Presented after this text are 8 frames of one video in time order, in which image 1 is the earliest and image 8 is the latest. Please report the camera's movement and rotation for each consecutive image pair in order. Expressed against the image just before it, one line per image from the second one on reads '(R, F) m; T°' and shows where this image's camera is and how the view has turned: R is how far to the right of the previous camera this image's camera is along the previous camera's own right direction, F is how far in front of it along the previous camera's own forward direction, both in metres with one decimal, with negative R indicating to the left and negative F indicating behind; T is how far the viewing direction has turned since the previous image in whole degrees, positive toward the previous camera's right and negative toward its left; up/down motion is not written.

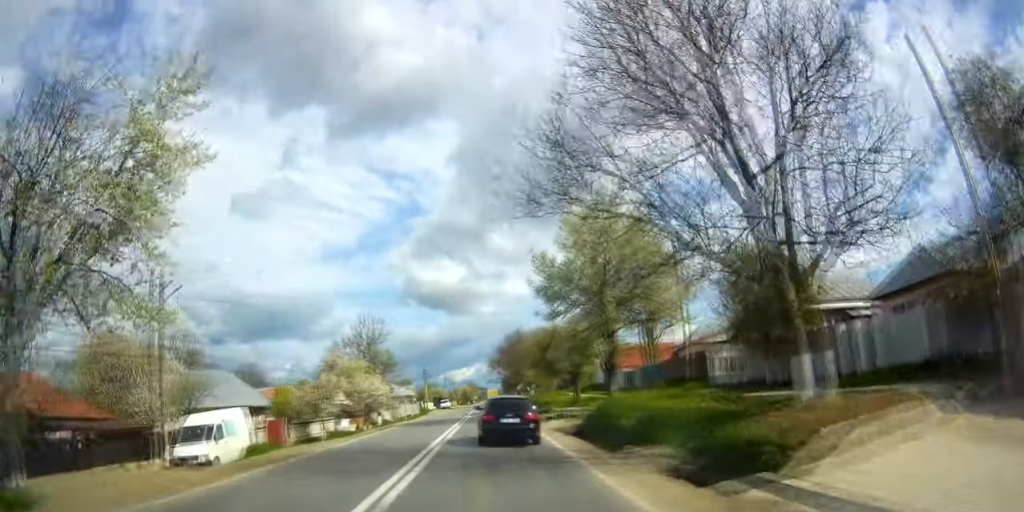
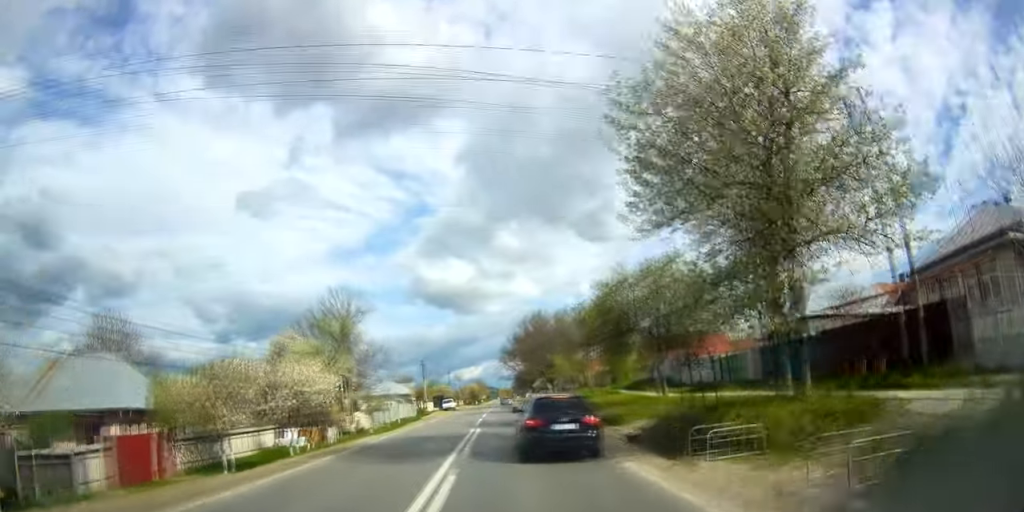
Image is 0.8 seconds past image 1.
(-0.2, +17.2) m; -1°
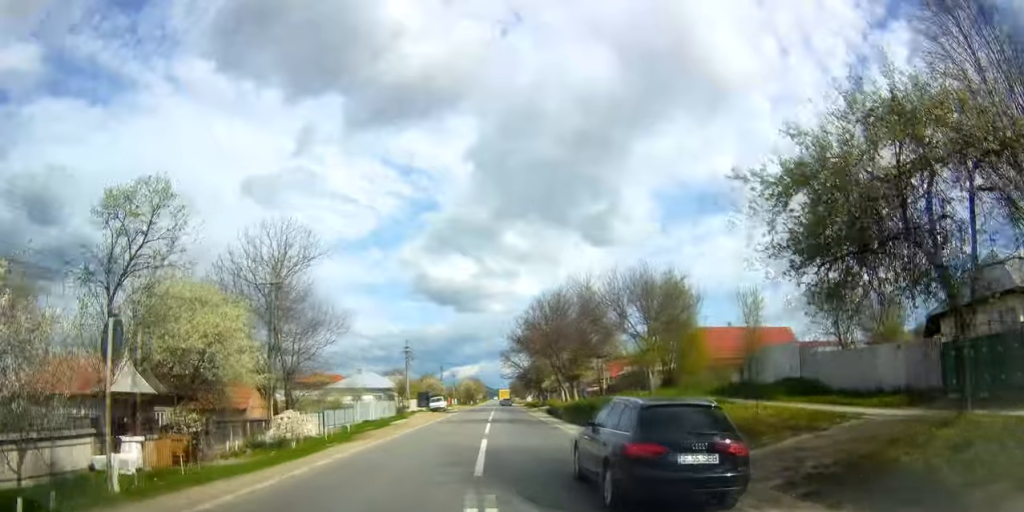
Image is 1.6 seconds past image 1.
(-0.1, +17.3) m; 0°
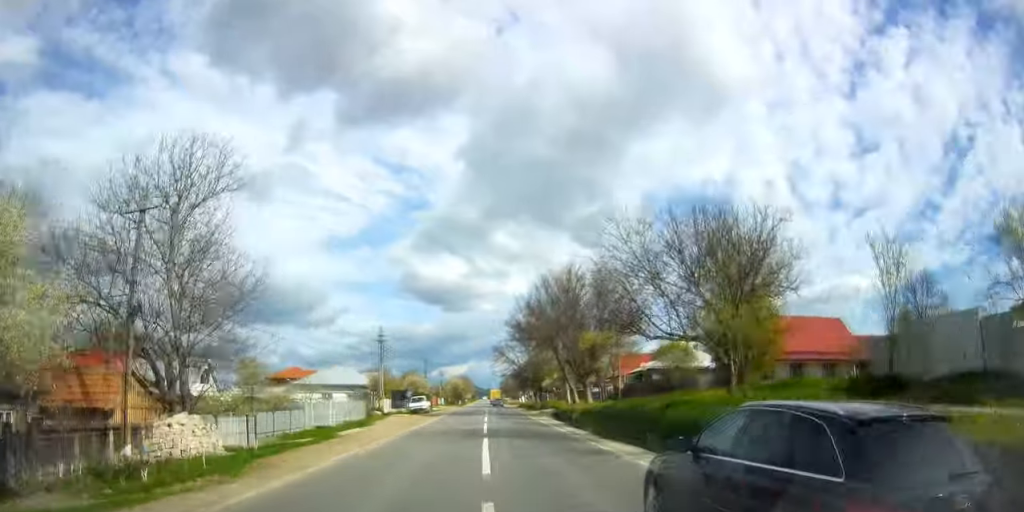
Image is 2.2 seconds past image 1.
(0.0, +11.6) m; 0°
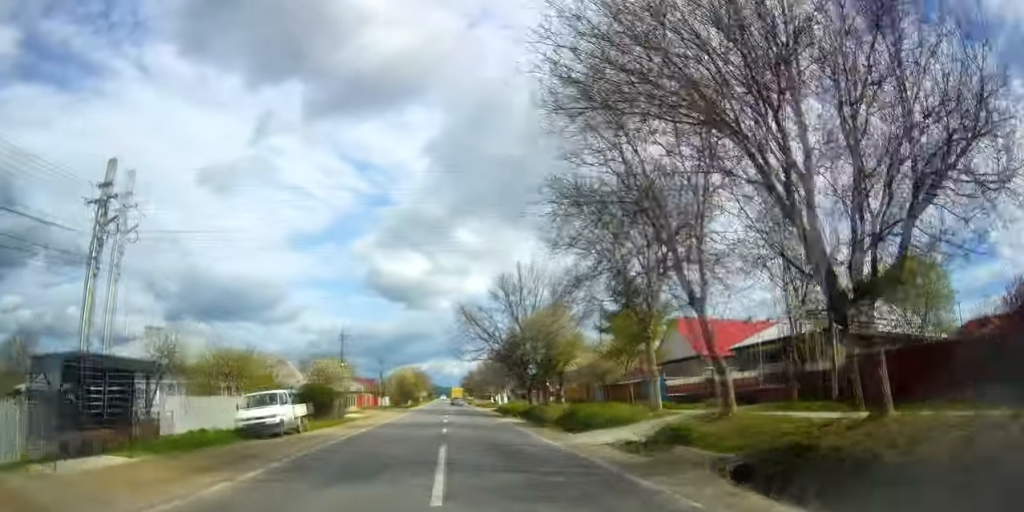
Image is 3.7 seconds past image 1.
(+0.5, +36.1) m; +2°
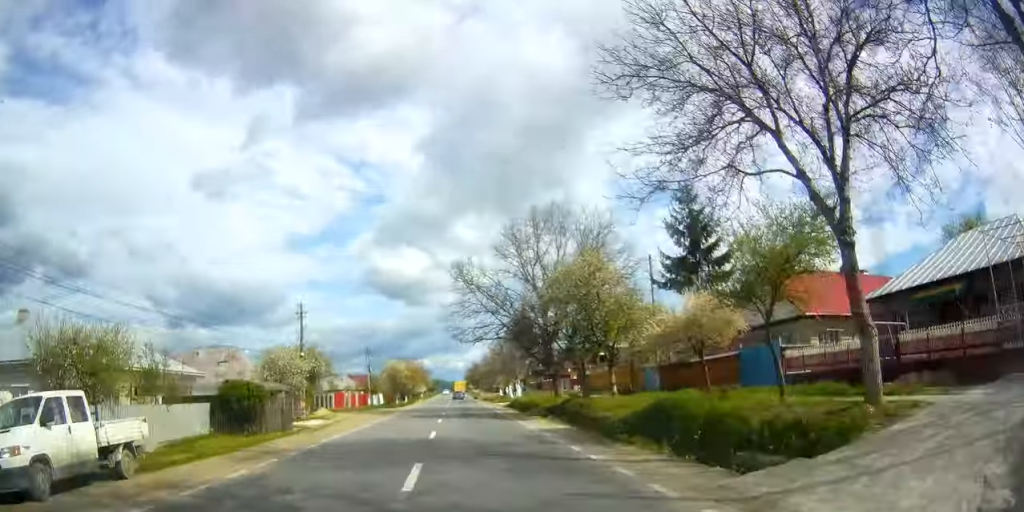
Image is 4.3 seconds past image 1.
(+0.1, +13.8) m; +1°
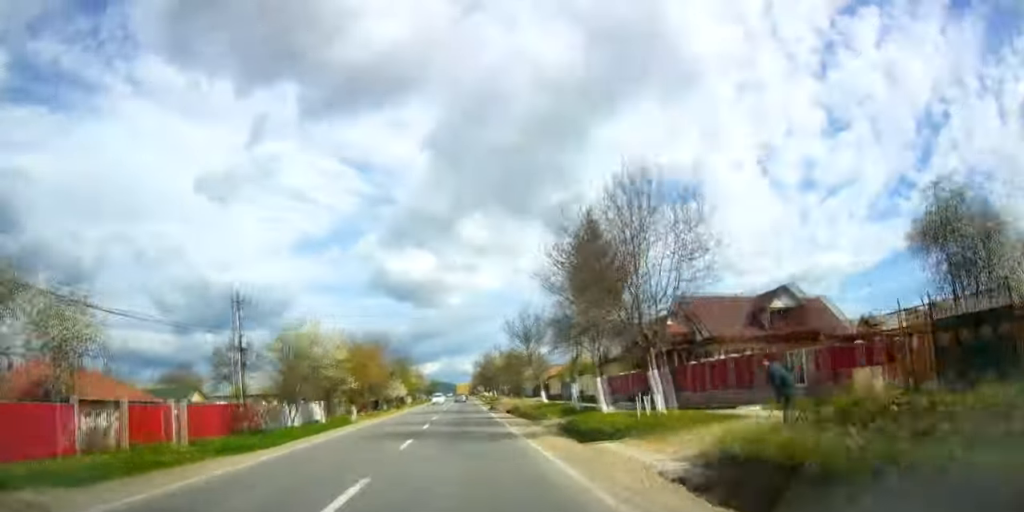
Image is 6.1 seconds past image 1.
(+1.1, +47.4) m; 0°
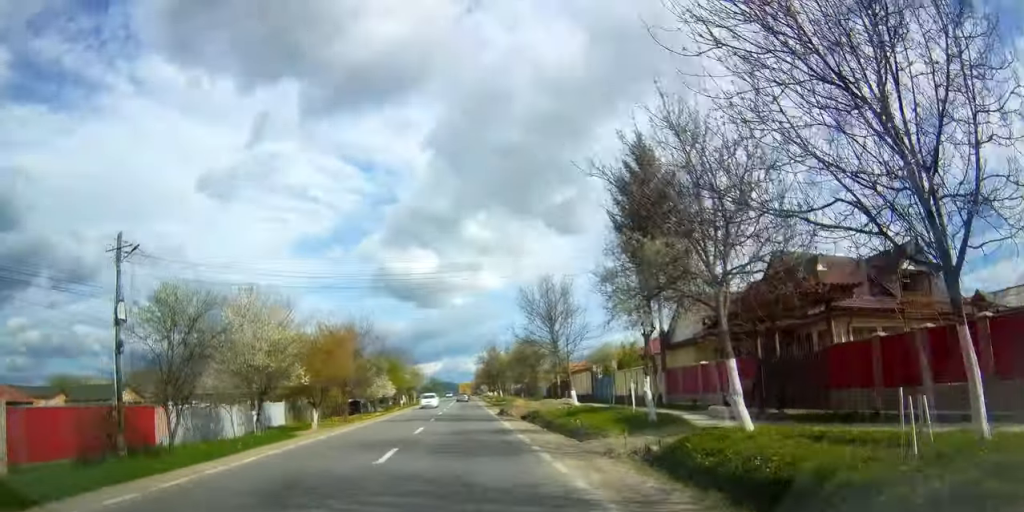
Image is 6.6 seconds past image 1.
(-0.3, +12.8) m; 0°
